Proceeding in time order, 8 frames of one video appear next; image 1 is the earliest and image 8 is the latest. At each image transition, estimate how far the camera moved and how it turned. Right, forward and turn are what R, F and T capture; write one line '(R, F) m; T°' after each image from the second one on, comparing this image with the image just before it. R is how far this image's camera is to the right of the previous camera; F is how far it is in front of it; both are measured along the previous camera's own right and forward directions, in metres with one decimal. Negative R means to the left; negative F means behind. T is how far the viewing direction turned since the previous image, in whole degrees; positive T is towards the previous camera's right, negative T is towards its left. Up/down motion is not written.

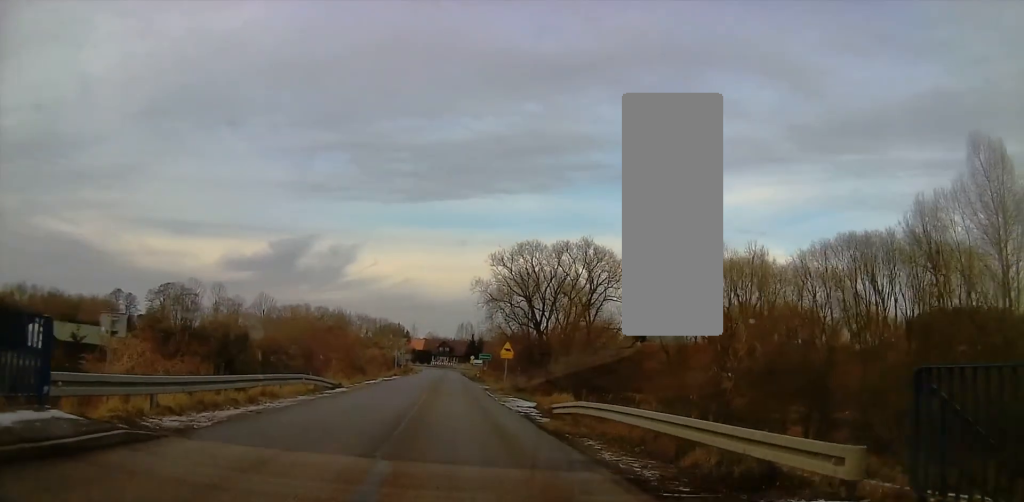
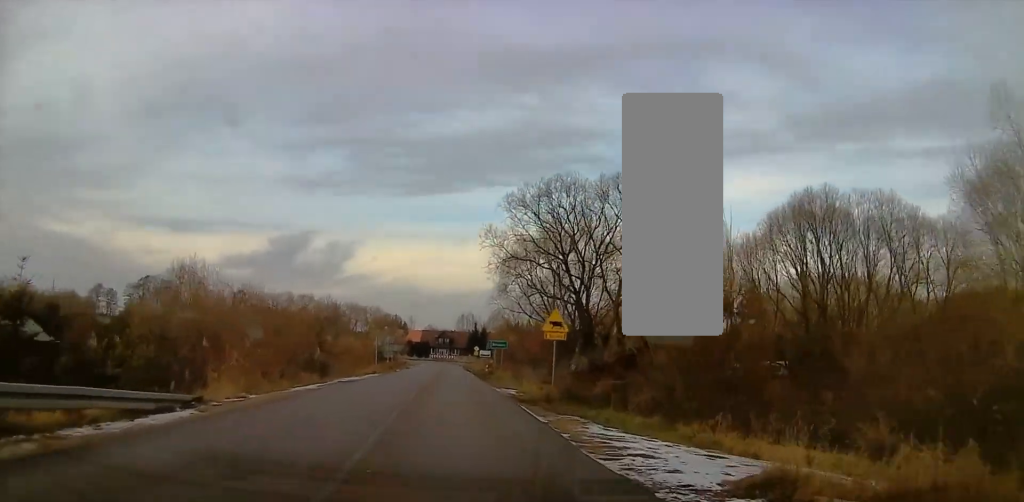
(-0.1, +19.0) m; 0°
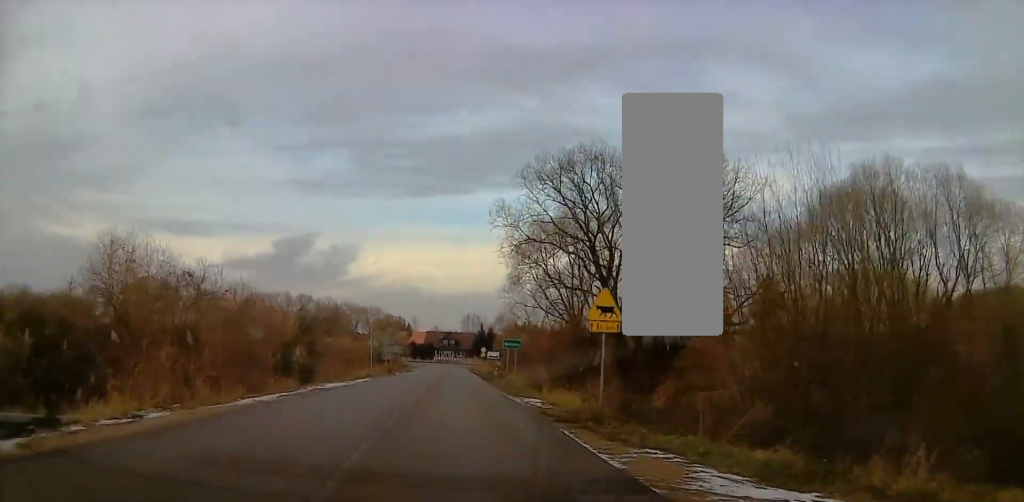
(0.0, +6.2) m; 0°
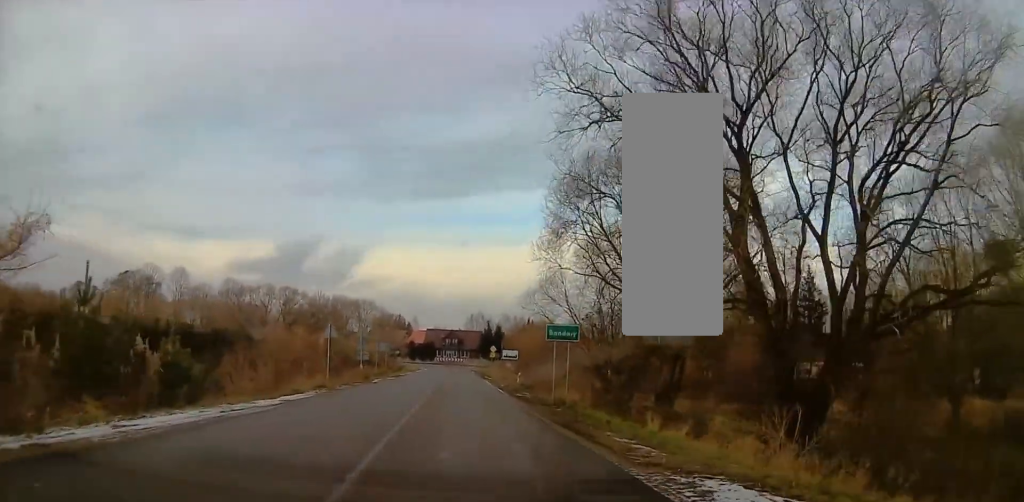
(+0.2, +17.1) m; +2°
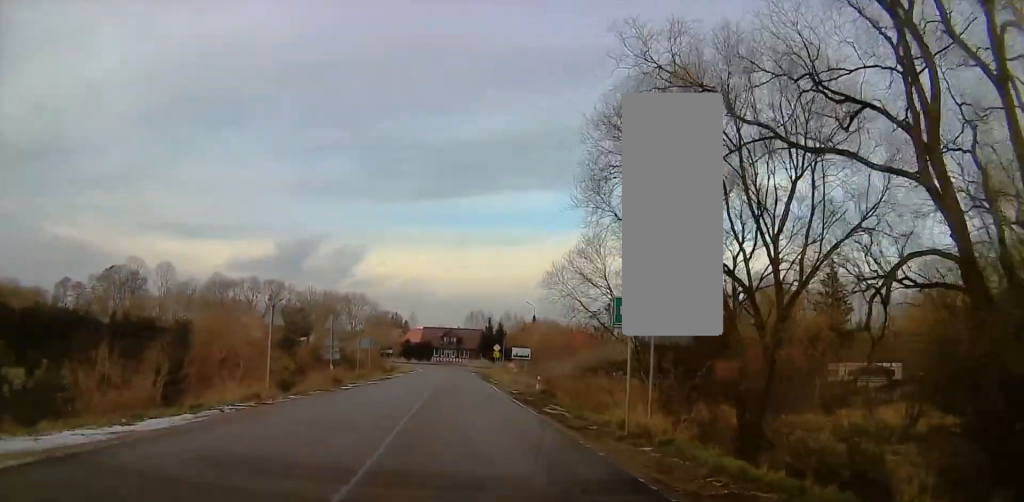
(+0.2, +9.2) m; +1°
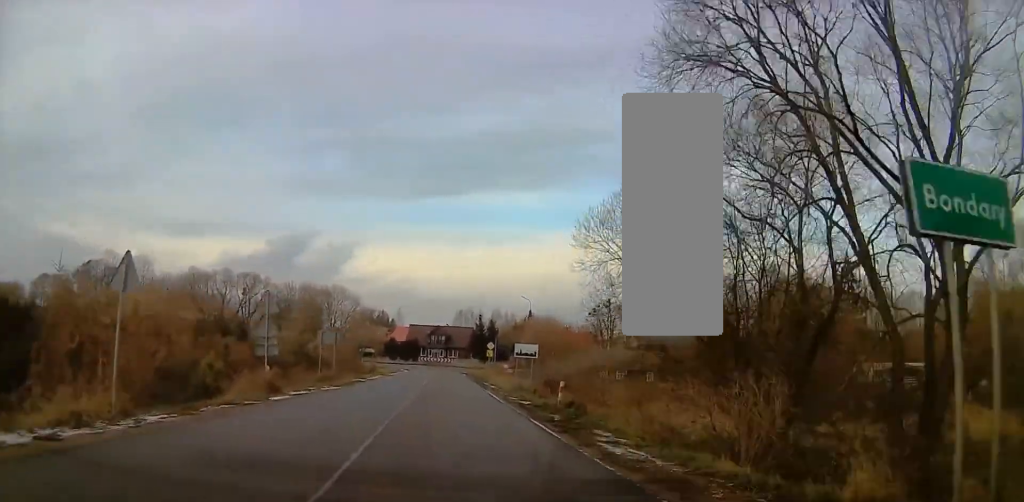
(0.0, +8.7) m; -2°
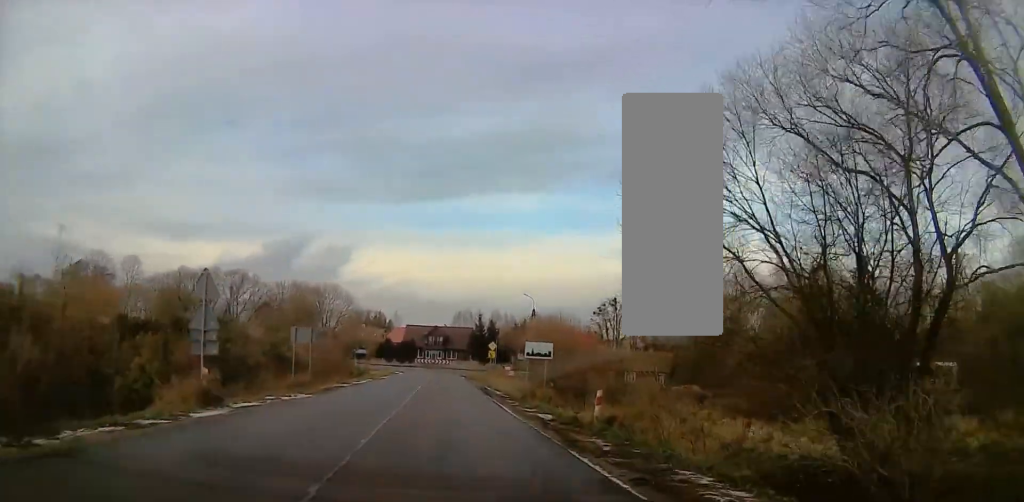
(+0.1, +5.5) m; -1°
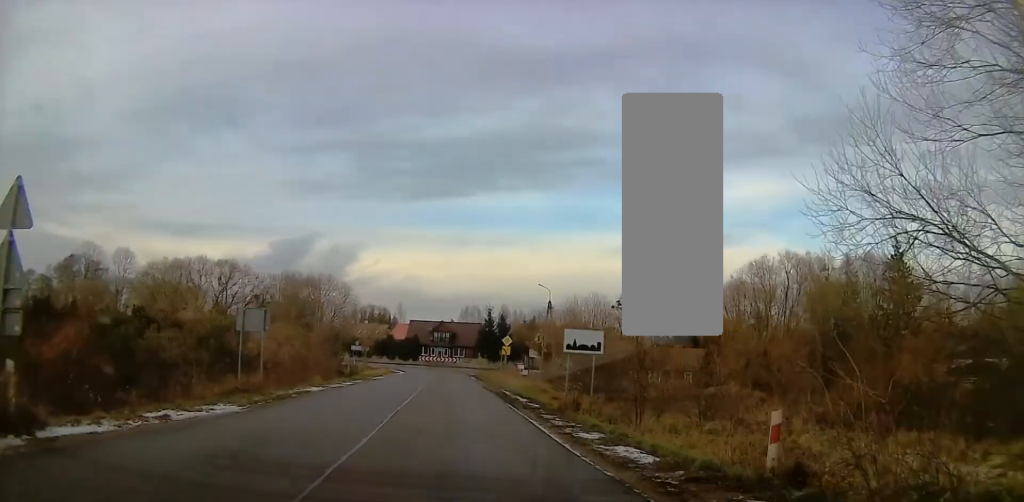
(-0.5, +8.2) m; -1°
